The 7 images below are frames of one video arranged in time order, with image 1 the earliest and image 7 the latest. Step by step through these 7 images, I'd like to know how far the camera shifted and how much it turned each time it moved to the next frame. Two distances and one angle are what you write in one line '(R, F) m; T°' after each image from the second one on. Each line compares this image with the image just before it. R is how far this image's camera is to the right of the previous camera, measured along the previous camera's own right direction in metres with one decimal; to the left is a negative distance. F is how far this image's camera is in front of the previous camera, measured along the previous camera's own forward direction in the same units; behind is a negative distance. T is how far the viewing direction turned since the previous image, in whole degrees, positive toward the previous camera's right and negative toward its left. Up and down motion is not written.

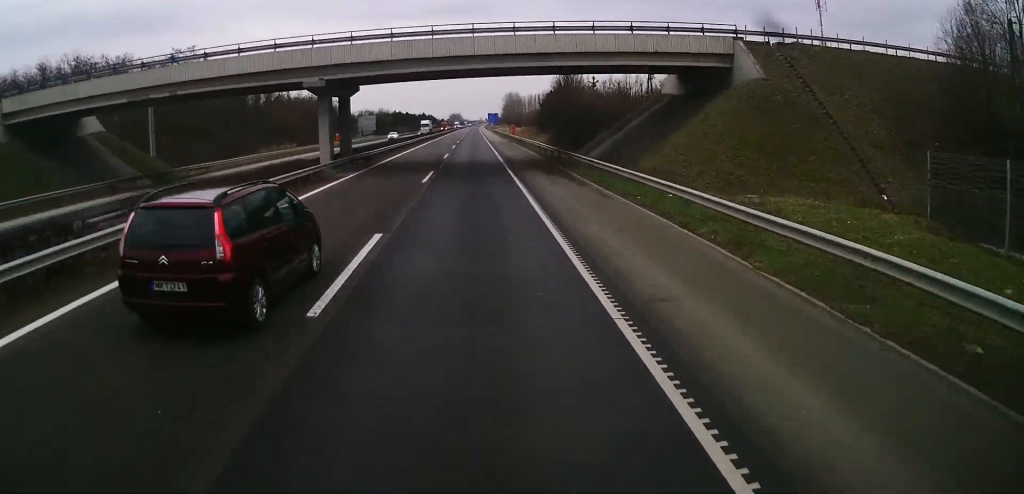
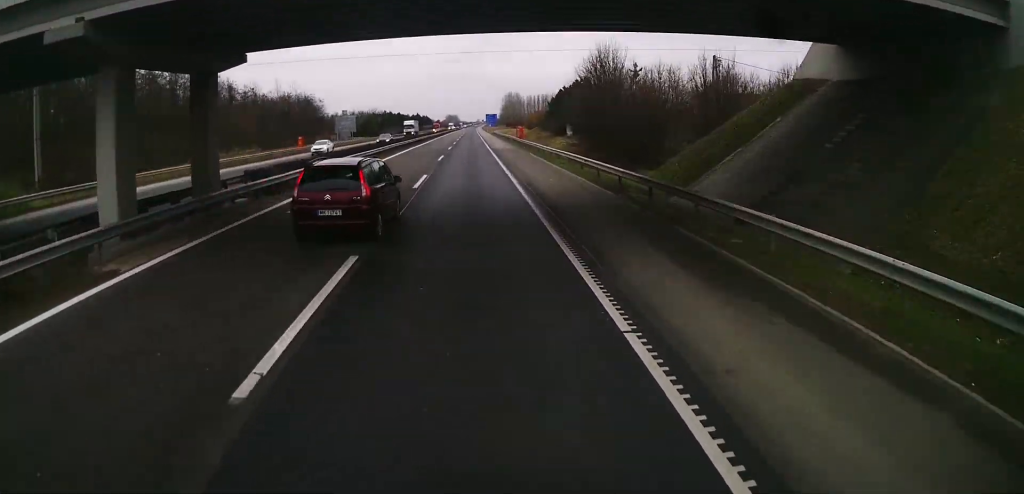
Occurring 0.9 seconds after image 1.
(+0.1, +19.1) m; 0°
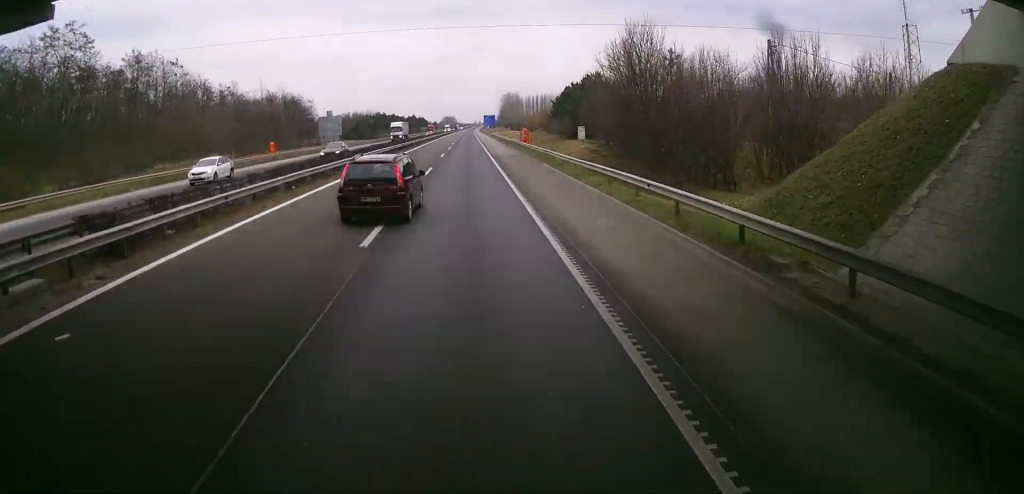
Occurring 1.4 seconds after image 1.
(-0.1, +10.2) m; 0°
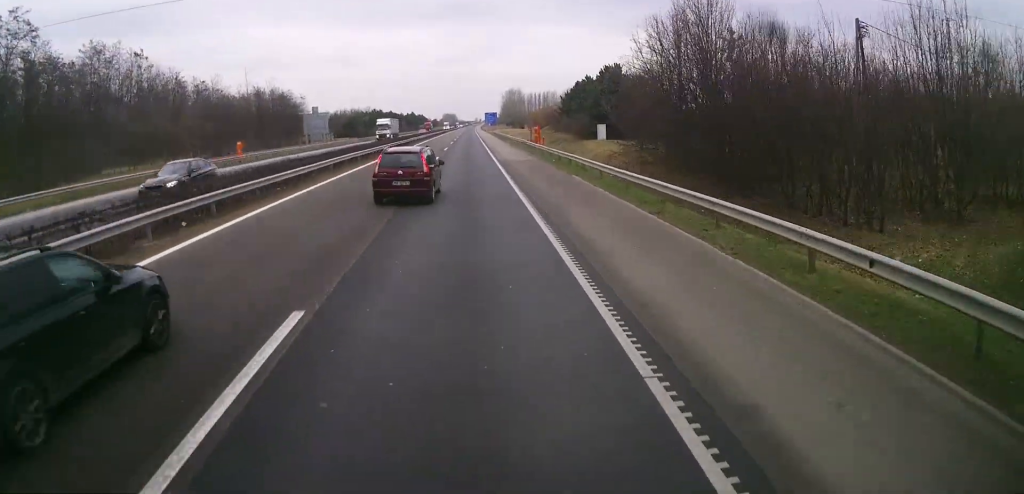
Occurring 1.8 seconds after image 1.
(-0.1, +10.3) m; 0°
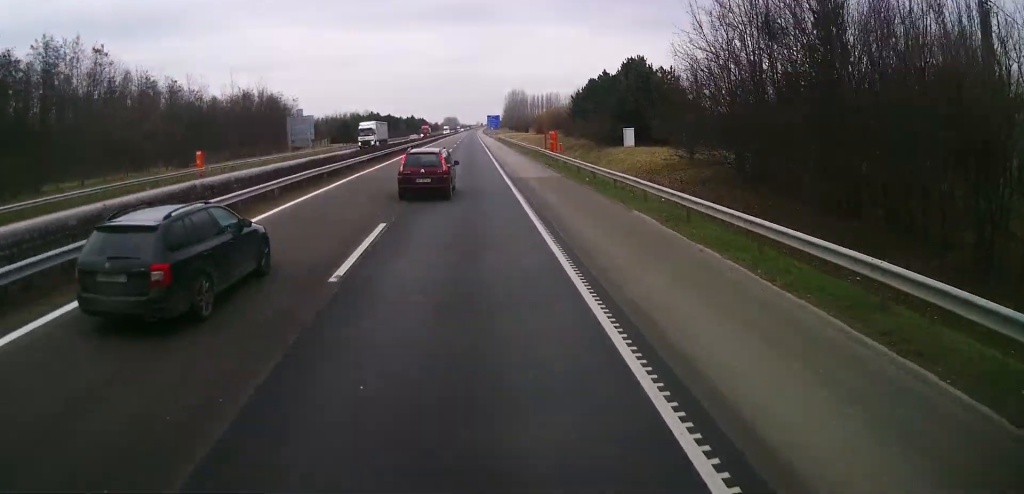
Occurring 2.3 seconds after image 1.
(0.0, +9.7) m; 0°
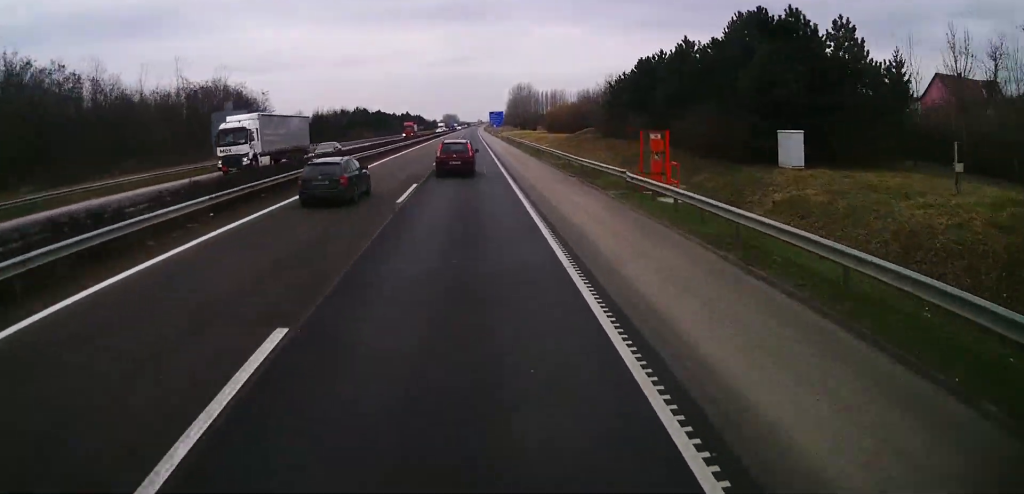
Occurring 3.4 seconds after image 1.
(+0.2, +26.3) m; 0°
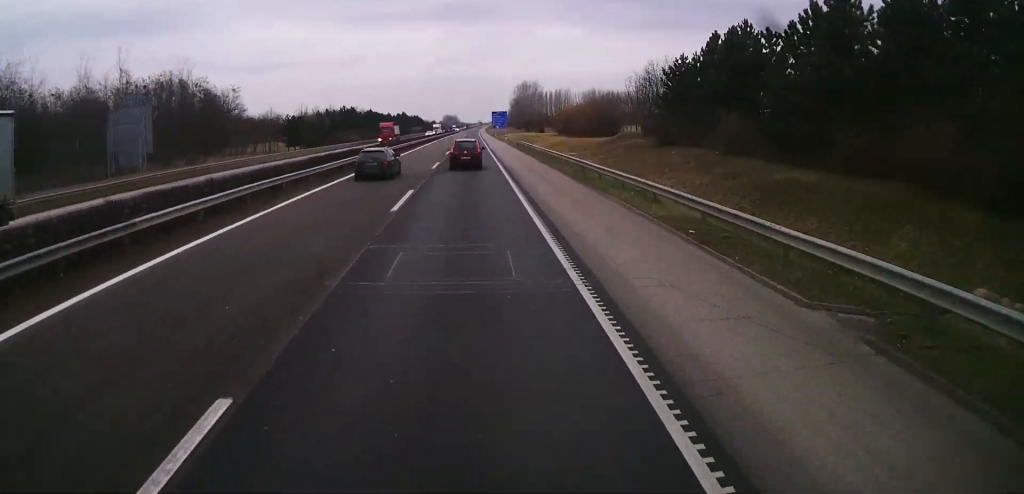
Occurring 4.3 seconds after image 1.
(-0.1, +19.7) m; 0°
